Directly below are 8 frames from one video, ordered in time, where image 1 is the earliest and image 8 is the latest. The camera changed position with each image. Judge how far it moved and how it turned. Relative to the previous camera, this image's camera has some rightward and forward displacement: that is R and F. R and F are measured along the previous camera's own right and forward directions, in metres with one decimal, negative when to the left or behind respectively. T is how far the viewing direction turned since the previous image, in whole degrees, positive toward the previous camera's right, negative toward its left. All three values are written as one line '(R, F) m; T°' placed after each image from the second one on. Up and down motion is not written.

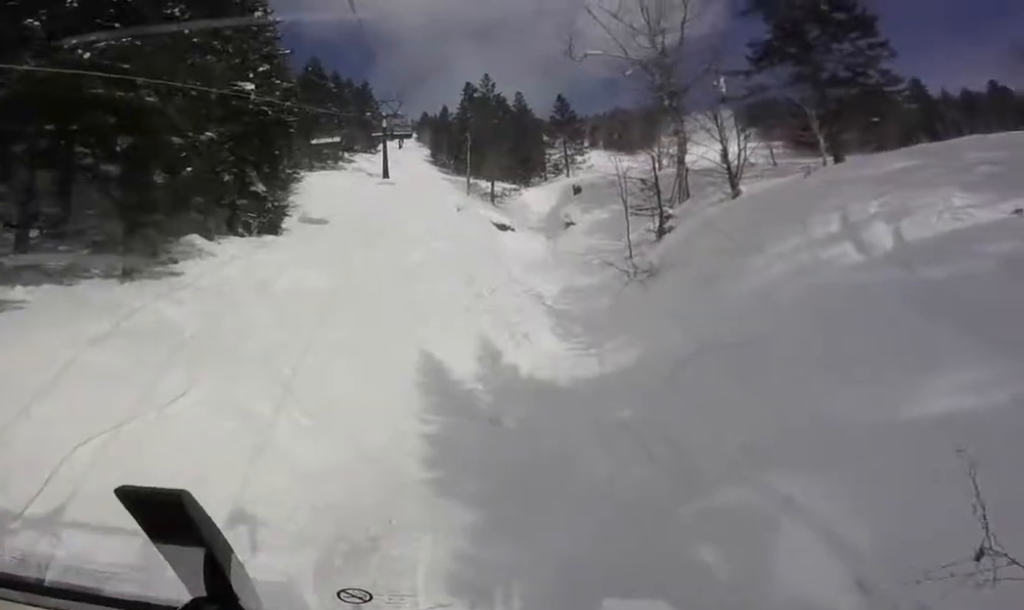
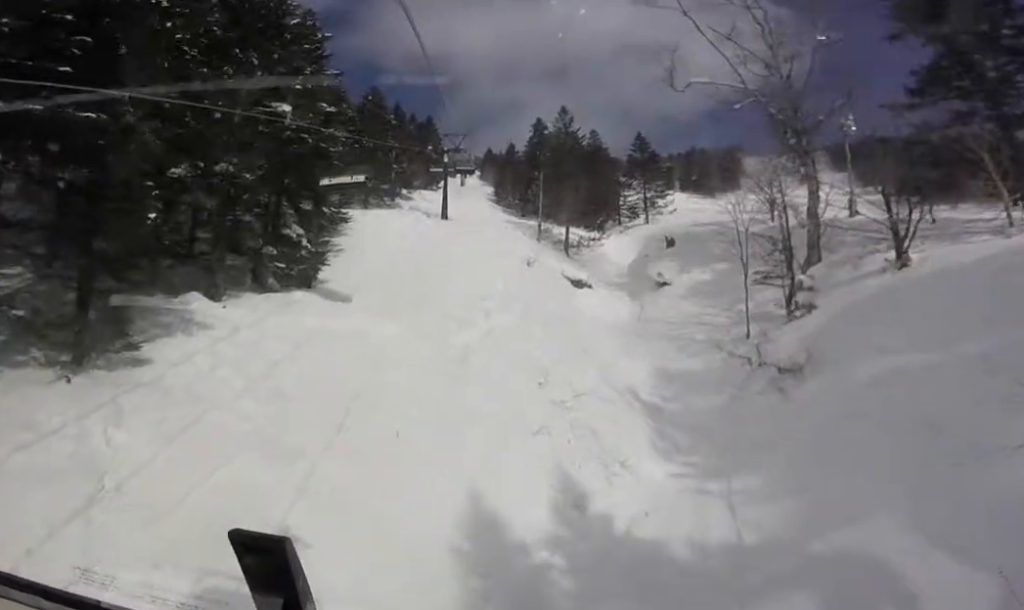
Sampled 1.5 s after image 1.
(-1.0, +6.5) m; -14°
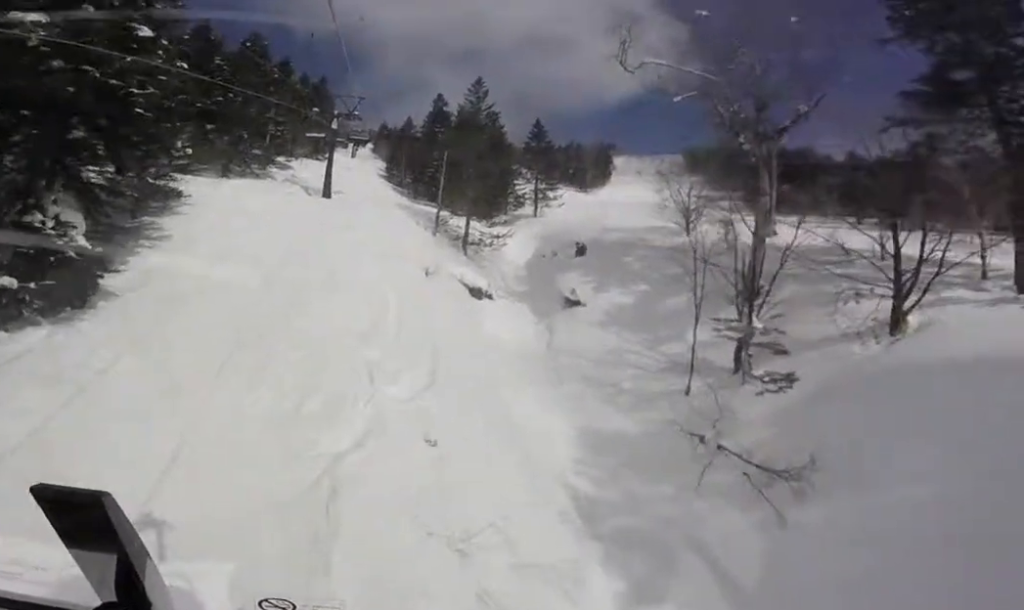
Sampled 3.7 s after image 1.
(+1.3, +9.4) m; +19°
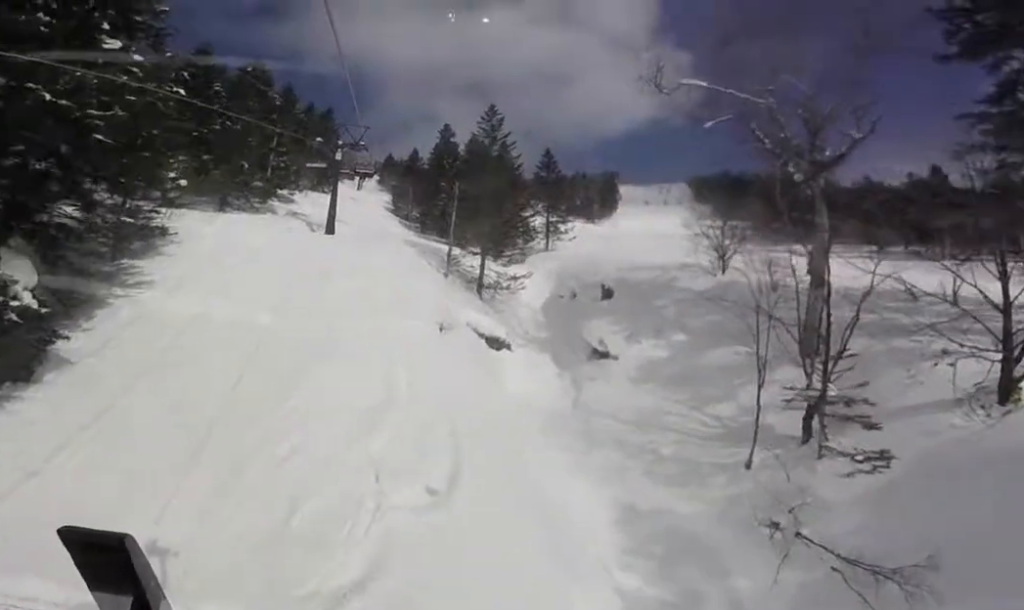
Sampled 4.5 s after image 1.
(+0.5, +3.7) m; -7°
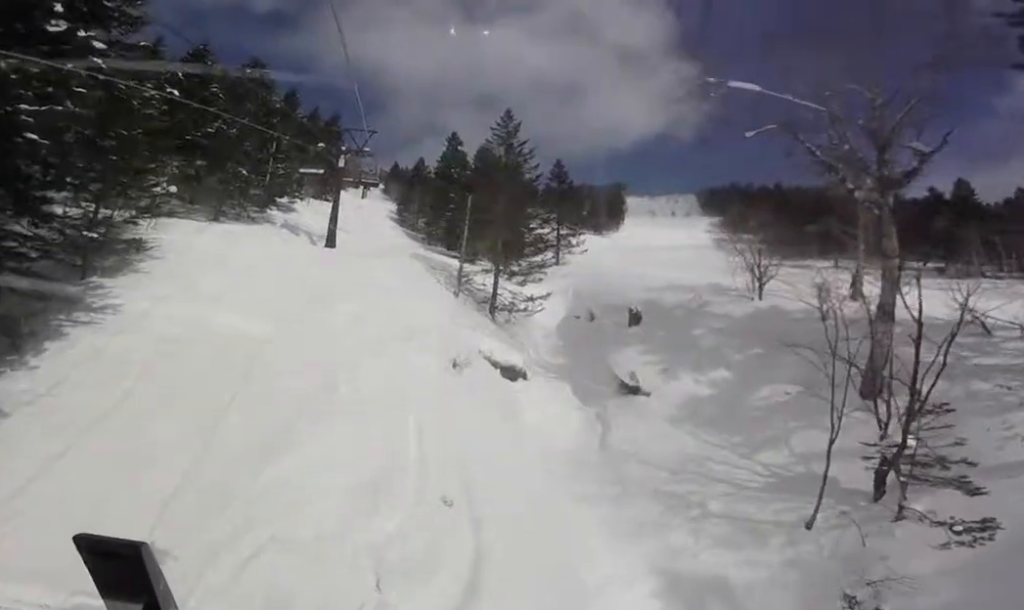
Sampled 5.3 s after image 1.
(-0.9, +3.2) m; -13°
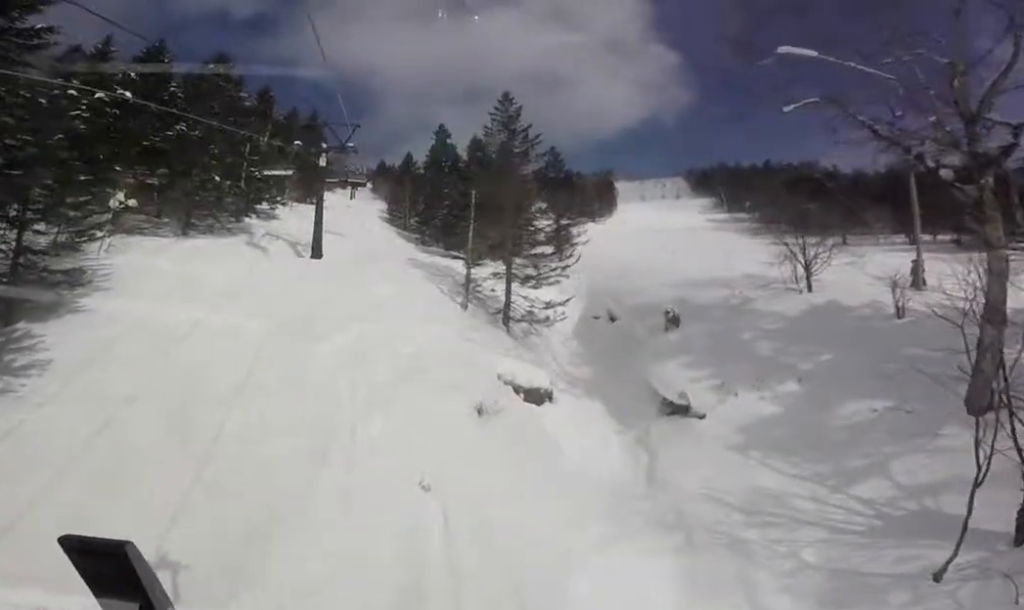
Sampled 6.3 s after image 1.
(-0.4, +4.8) m; +7°
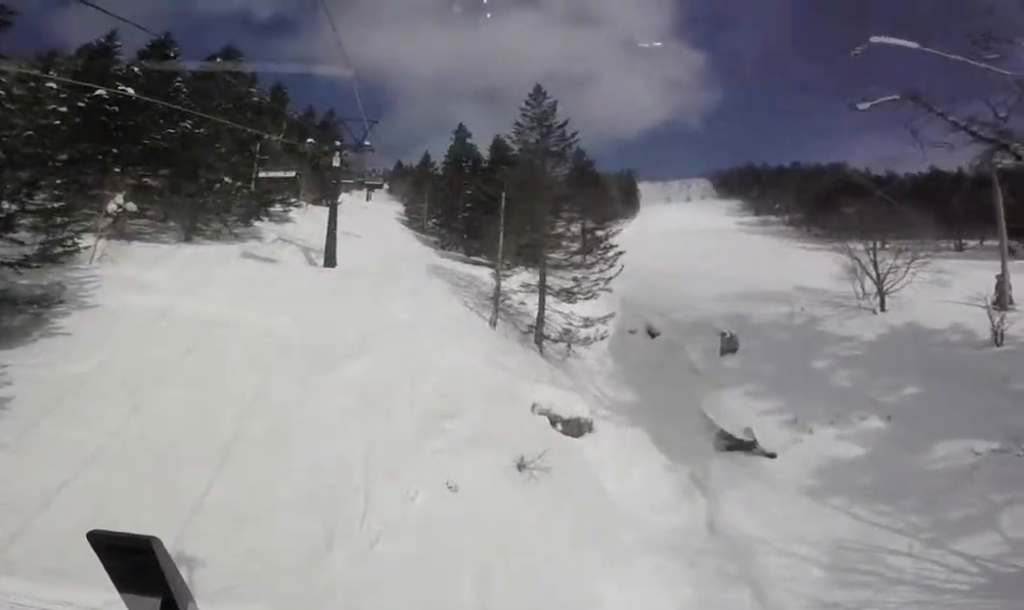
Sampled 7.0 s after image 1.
(+0.5, +3.1) m; +2°
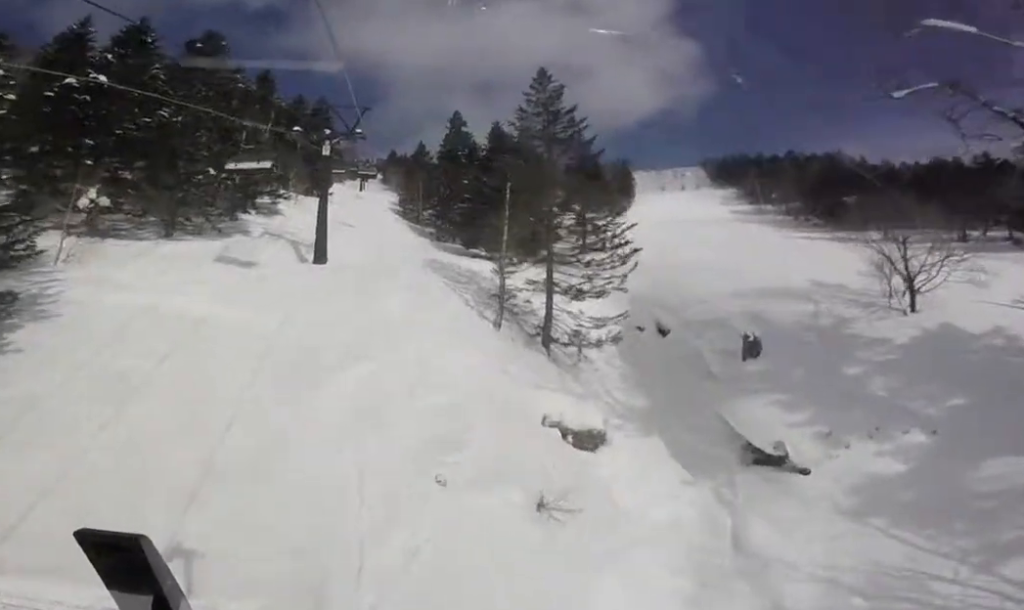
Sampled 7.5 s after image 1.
(+0.6, +2.3) m; 0°
